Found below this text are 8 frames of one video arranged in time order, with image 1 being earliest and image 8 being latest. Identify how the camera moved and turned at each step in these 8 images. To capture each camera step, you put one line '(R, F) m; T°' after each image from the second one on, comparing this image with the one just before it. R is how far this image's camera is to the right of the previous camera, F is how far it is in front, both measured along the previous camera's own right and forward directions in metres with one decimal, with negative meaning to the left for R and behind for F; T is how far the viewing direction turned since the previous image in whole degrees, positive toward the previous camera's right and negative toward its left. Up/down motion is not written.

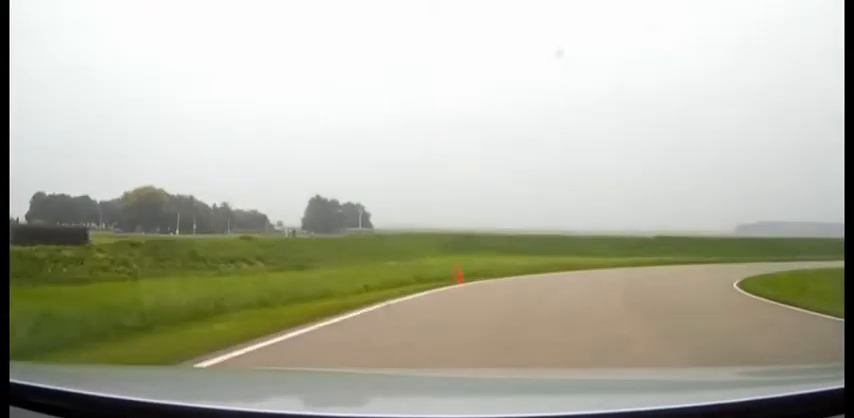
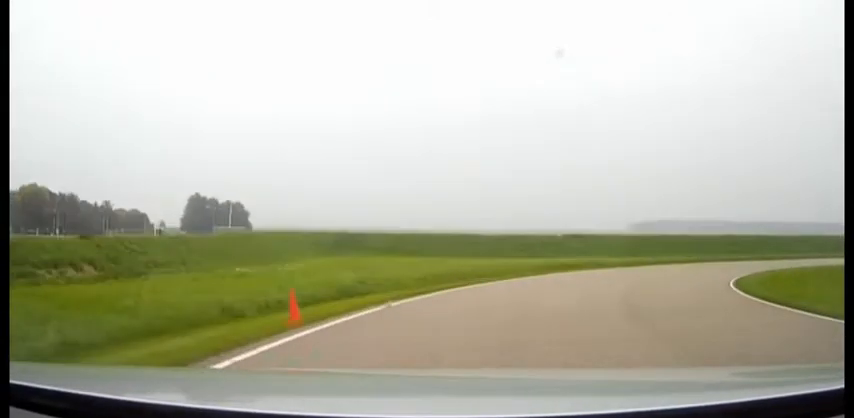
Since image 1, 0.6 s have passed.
(+0.9, +10.4) m; +10°
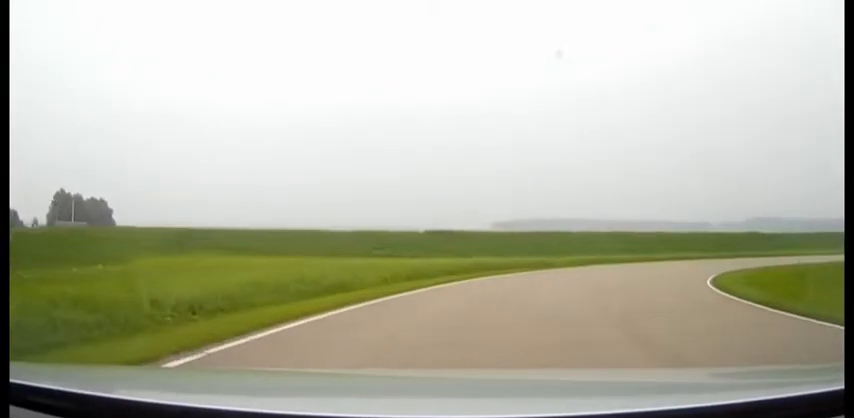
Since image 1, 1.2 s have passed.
(-0.8, +10.8) m; +10°
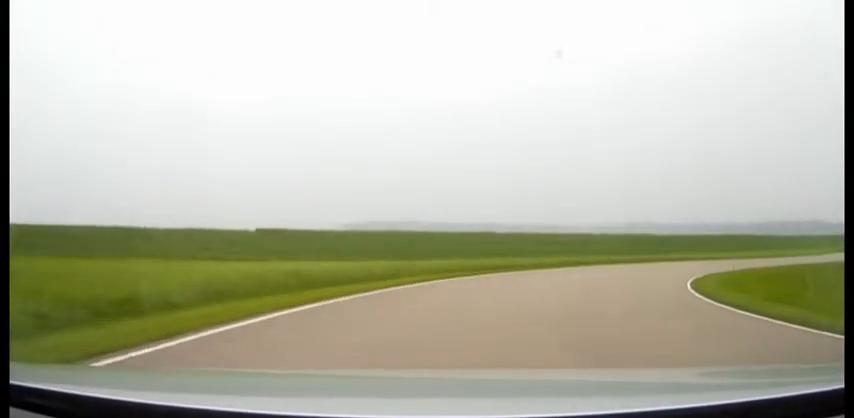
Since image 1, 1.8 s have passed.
(+2.7, +12.1) m; +17°
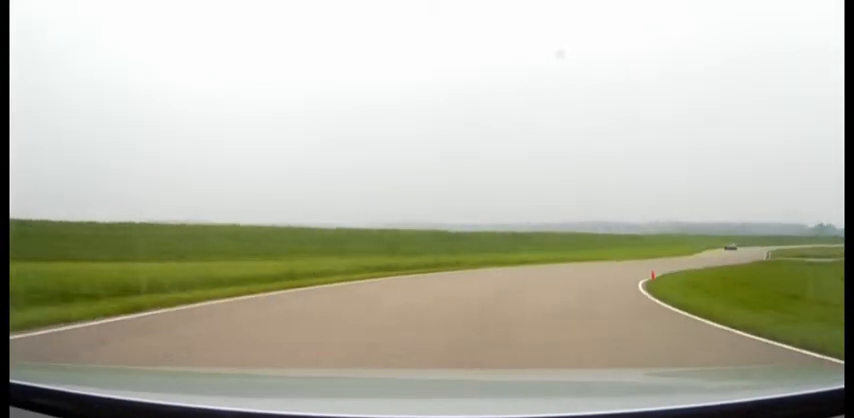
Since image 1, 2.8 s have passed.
(+4.0, +17.6) m; +23°
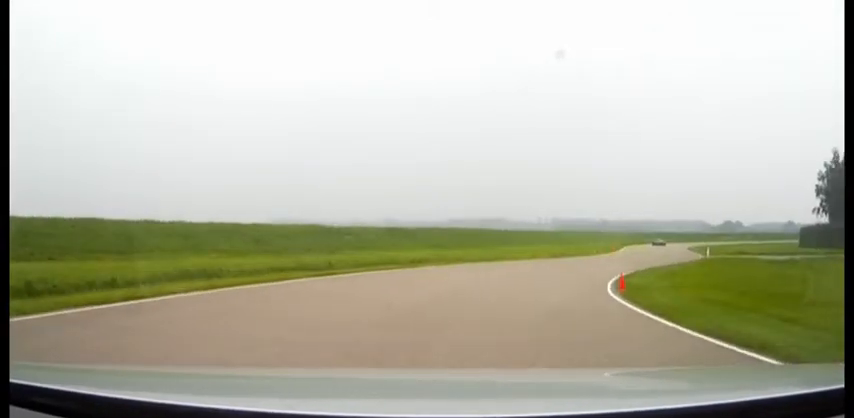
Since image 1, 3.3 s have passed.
(-0.1, +9.4) m; +10°
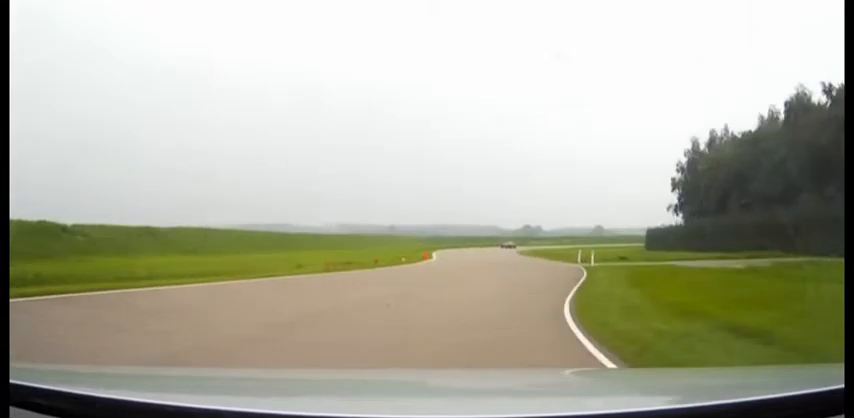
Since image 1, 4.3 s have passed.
(+3.9, +19.8) m; +16°
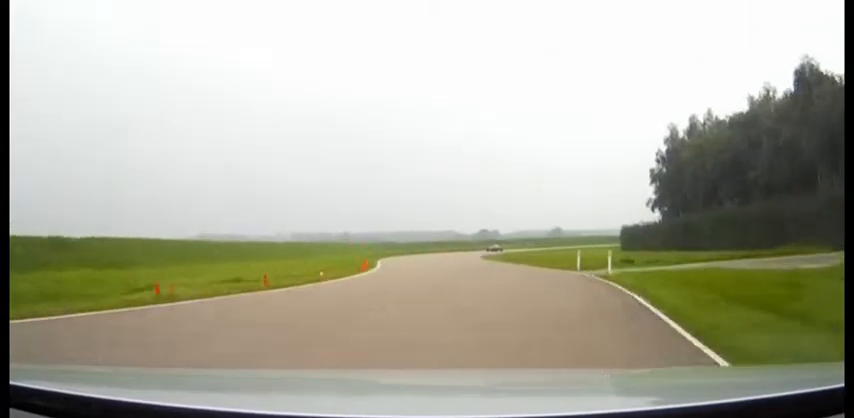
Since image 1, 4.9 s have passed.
(+1.0, +11.1) m; +2°
